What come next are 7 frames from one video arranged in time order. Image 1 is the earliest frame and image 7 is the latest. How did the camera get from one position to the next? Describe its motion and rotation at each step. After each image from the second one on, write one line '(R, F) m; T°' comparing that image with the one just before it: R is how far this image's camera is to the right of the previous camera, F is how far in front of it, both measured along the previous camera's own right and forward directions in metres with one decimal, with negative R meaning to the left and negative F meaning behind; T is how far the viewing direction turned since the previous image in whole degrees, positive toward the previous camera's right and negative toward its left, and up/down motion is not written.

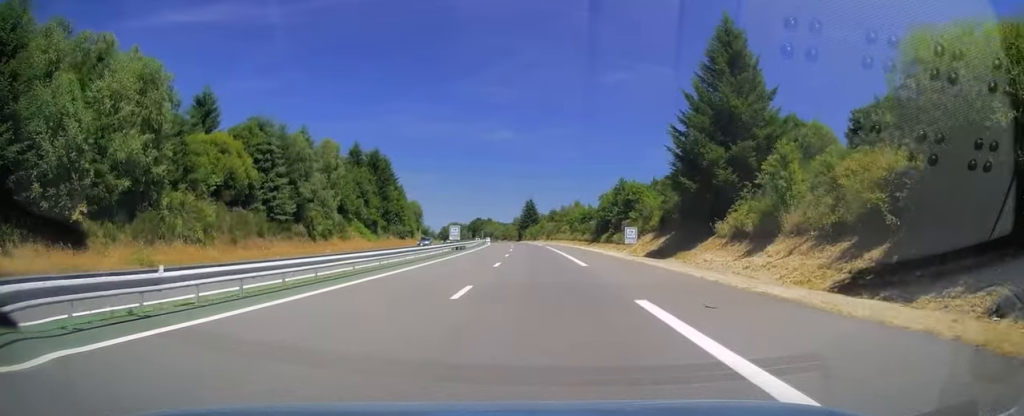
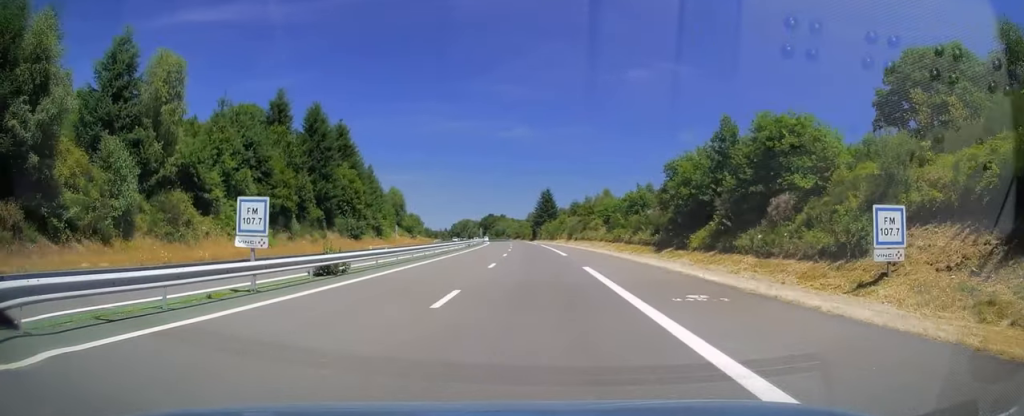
(-0.6, +40.4) m; -2°
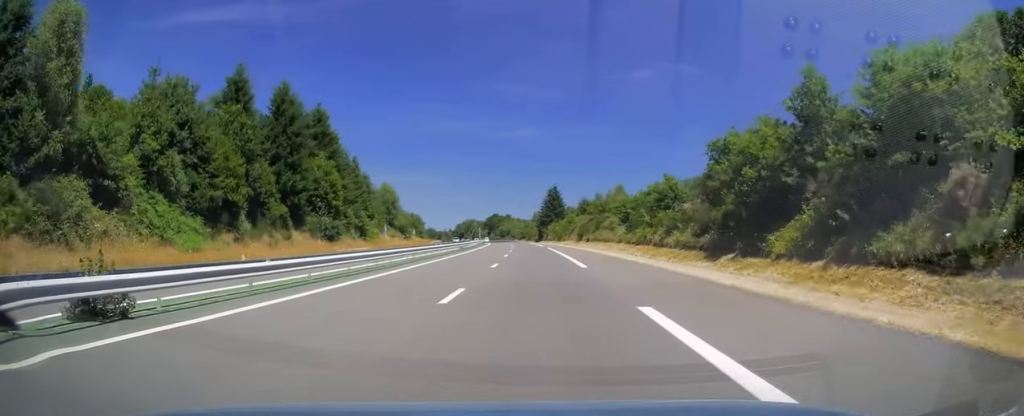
(+0.1, +12.3) m; -1°
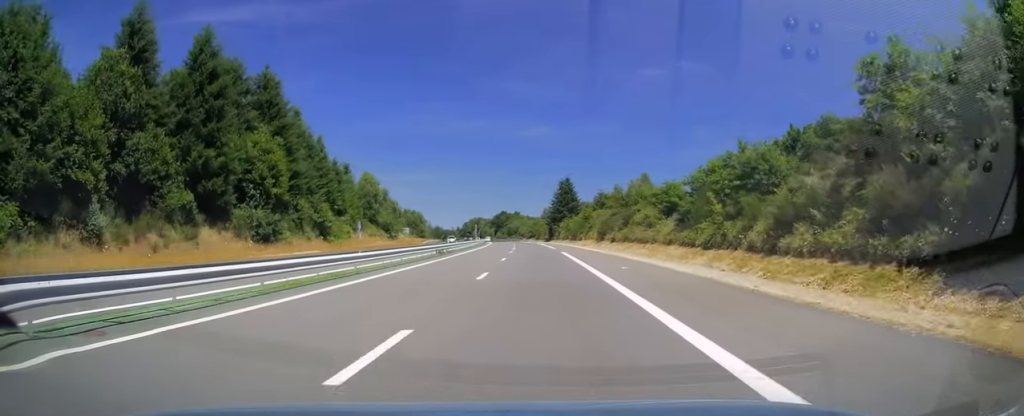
(-0.3, +19.7) m; -1°
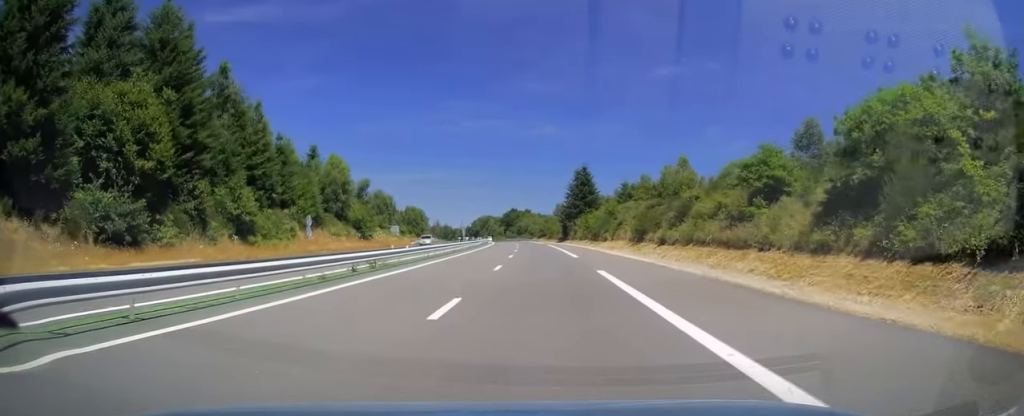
(-0.2, +21.7) m; -1°
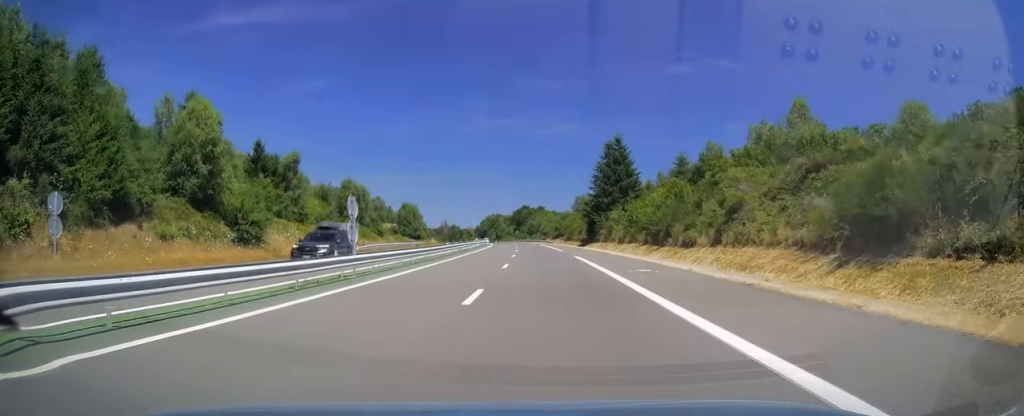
(-0.5, +37.0) m; -1°
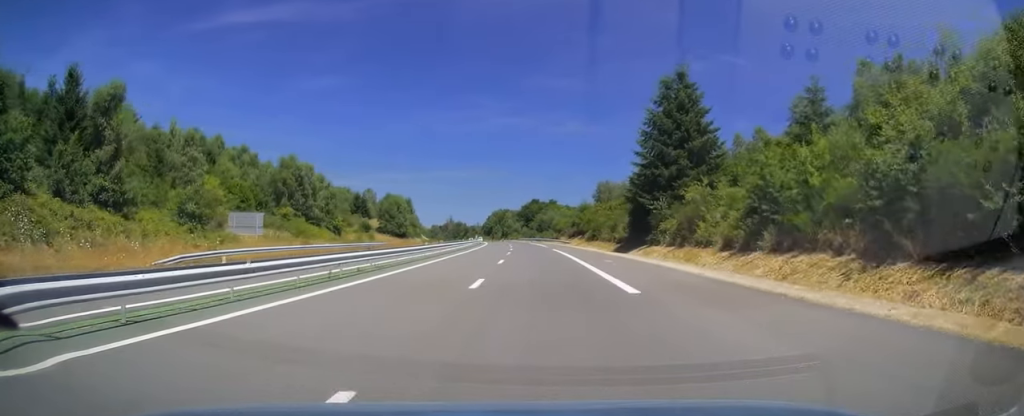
(-0.3, +35.7) m; -1°
